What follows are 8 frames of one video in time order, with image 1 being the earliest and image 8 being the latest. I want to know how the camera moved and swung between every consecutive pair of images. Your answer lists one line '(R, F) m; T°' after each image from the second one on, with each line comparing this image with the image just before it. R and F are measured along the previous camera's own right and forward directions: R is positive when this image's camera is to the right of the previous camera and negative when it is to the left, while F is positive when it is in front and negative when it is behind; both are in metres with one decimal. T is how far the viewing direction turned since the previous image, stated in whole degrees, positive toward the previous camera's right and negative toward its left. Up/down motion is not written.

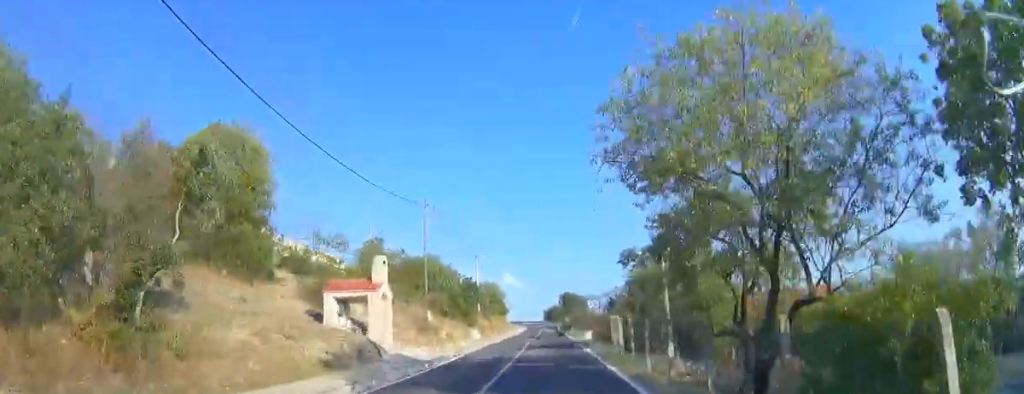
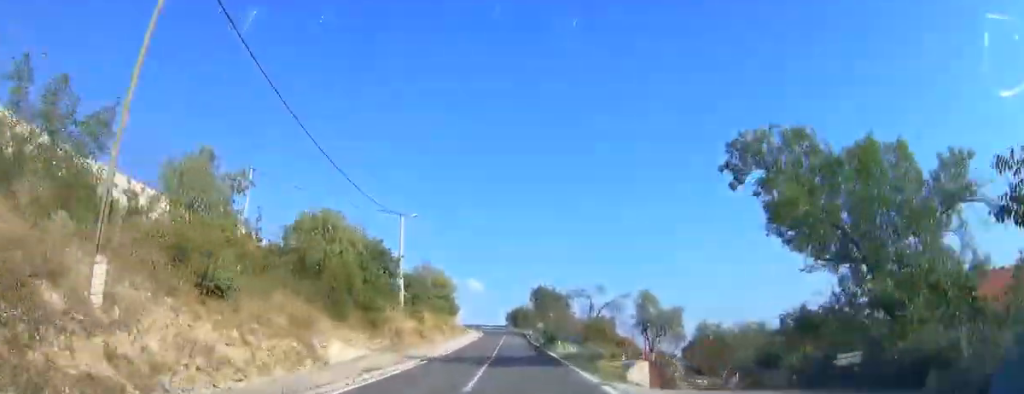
(+0.9, +24.0) m; +4°
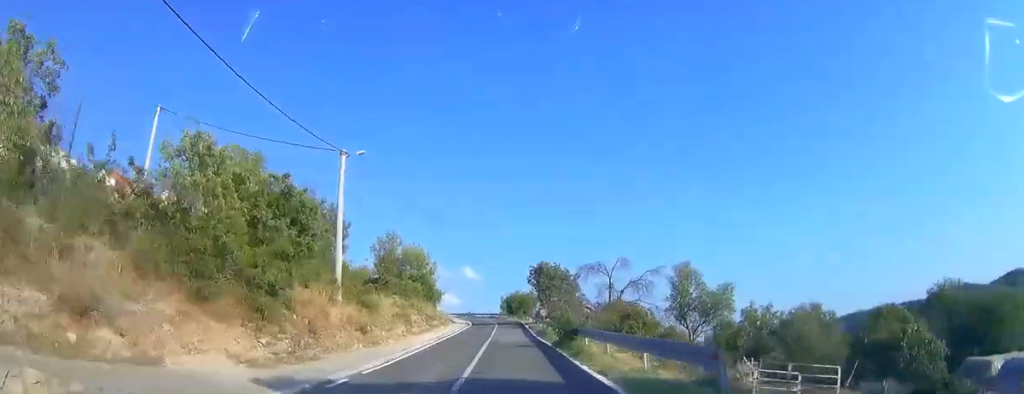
(+0.5, +11.8) m; +2°
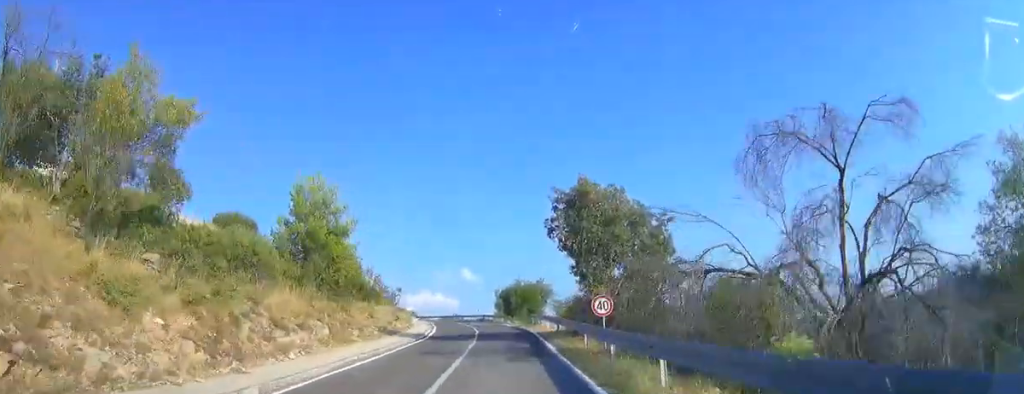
(+0.3, +28.4) m; -1°
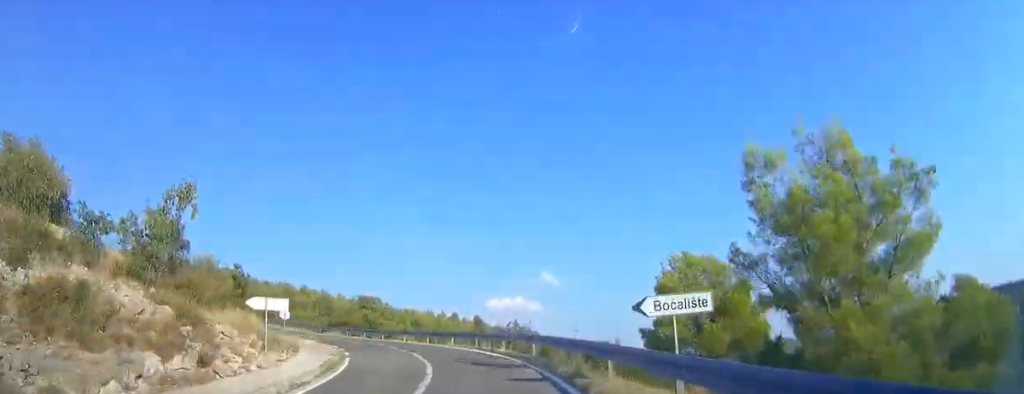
(-2.4, +63.5) m; -7°
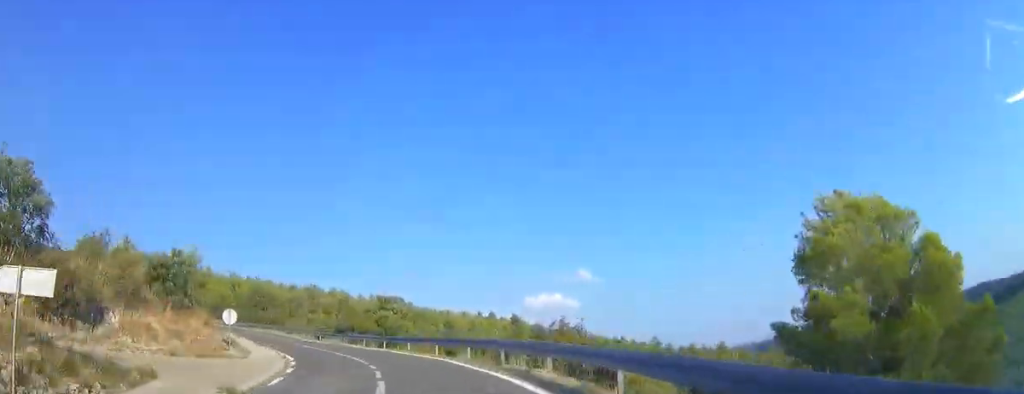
(-0.4, +11.3) m; -5°
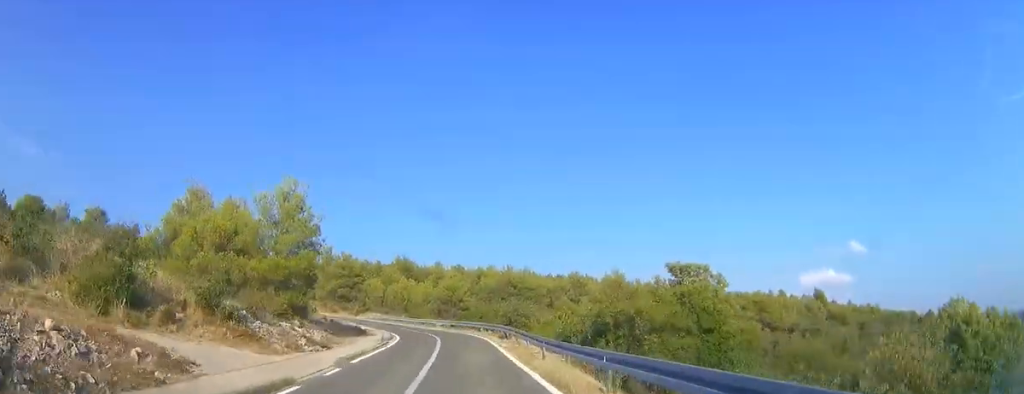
(-4.5, +30.6) m; -20°
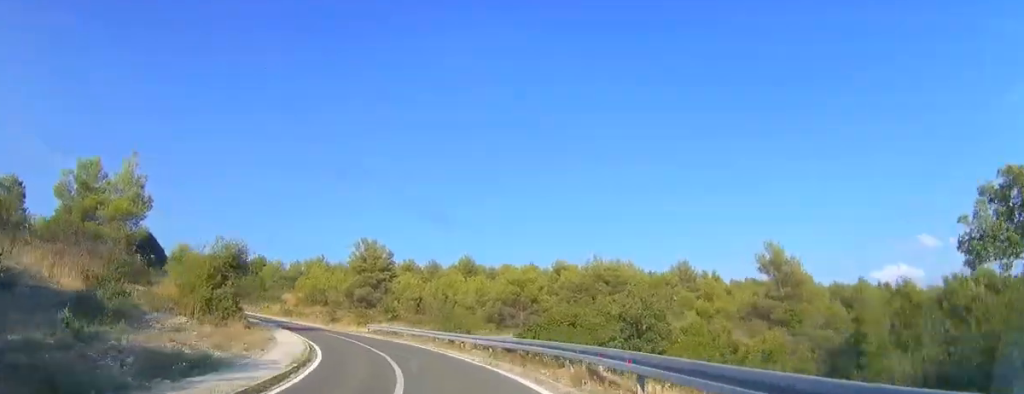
(-4.5, +28.3) m; -17°
